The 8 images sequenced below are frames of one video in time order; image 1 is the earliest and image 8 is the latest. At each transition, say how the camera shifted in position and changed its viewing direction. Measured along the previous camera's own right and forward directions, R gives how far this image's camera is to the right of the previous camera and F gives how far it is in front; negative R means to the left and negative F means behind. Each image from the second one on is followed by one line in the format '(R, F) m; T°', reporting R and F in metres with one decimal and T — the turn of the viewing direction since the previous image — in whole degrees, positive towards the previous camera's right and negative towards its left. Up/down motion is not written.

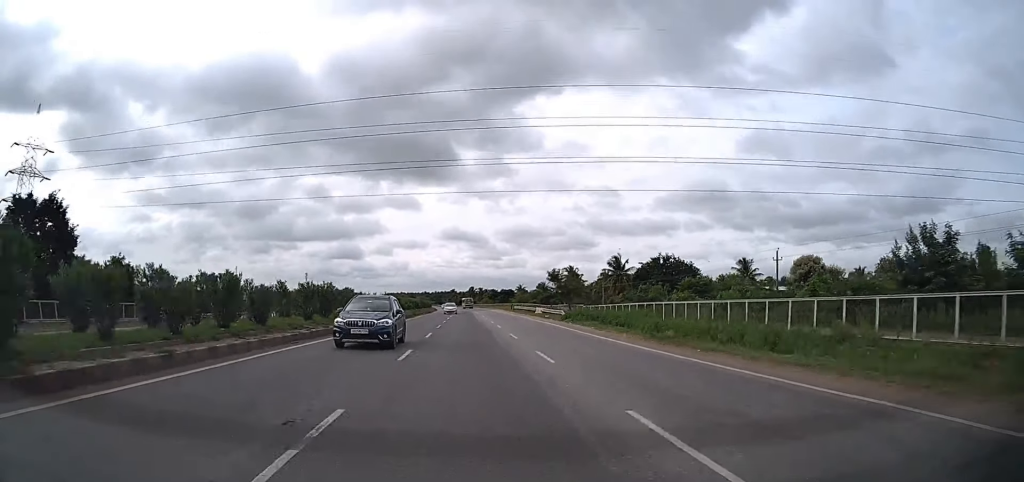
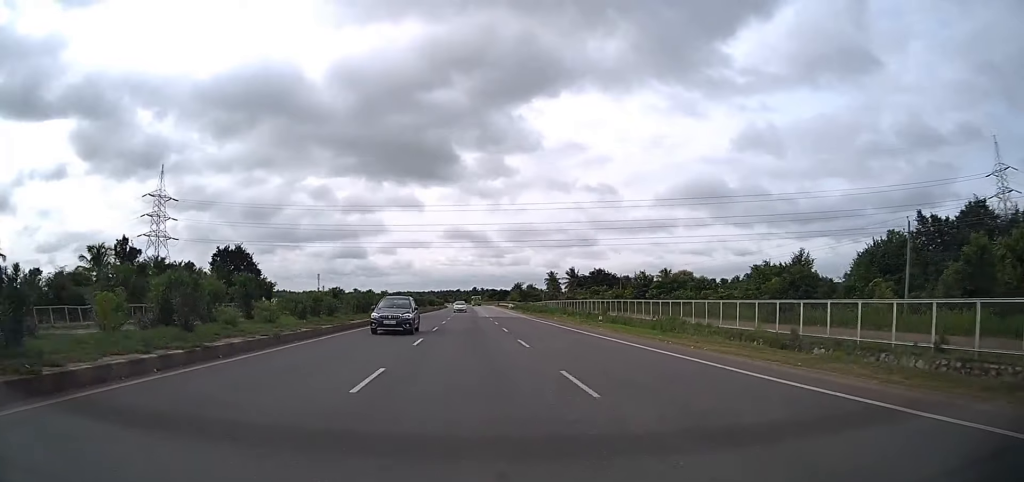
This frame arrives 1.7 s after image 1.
(+0.5, +47.4) m; 0°
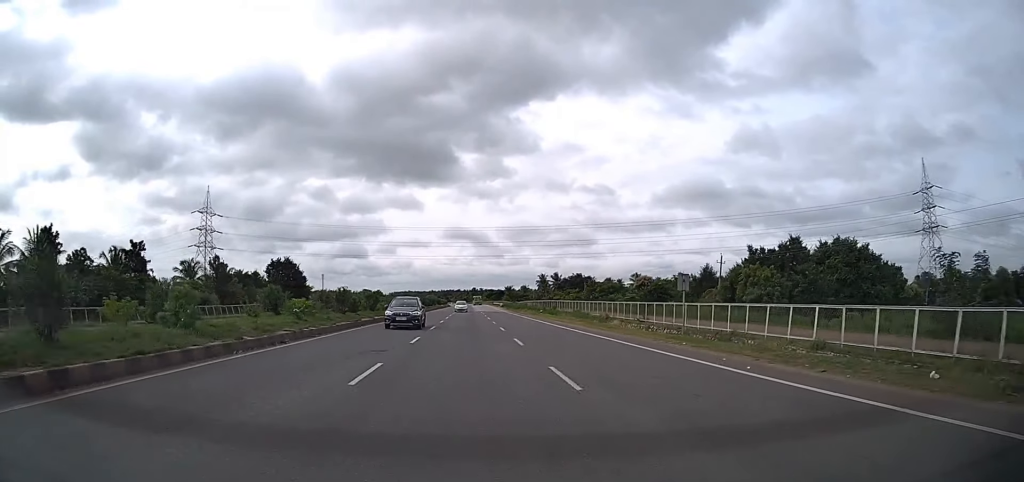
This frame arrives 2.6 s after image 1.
(-0.2, +27.8) m; 0°
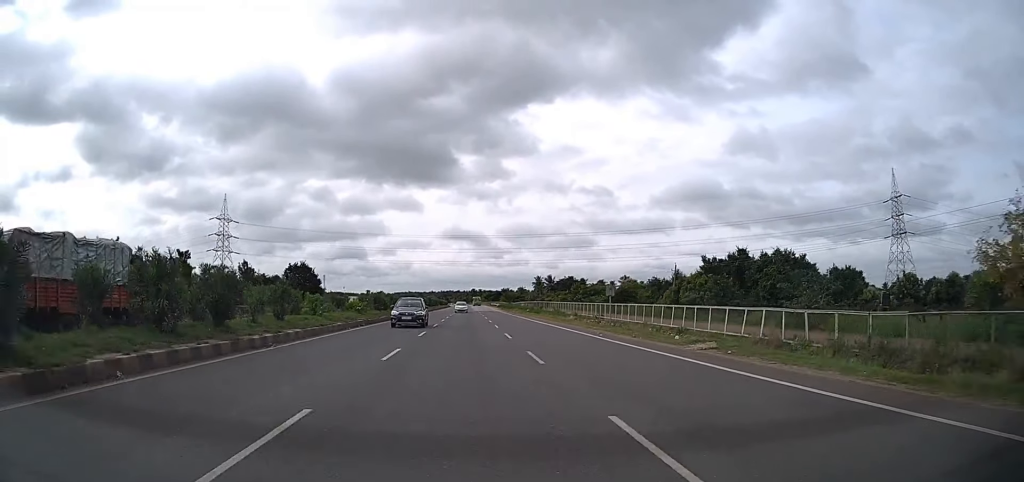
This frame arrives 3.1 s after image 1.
(-0.1, +12.7) m; 0°
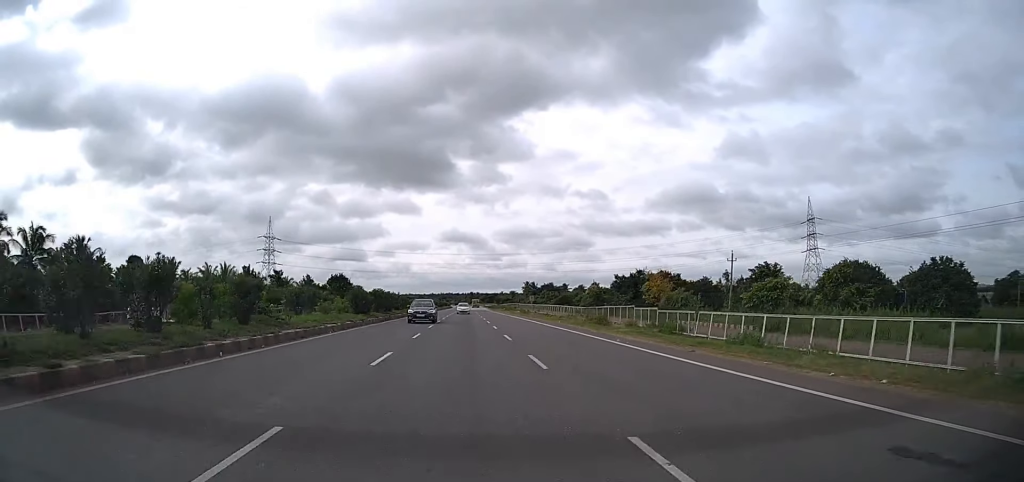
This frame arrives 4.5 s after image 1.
(+0.4, +43.5) m; +1°
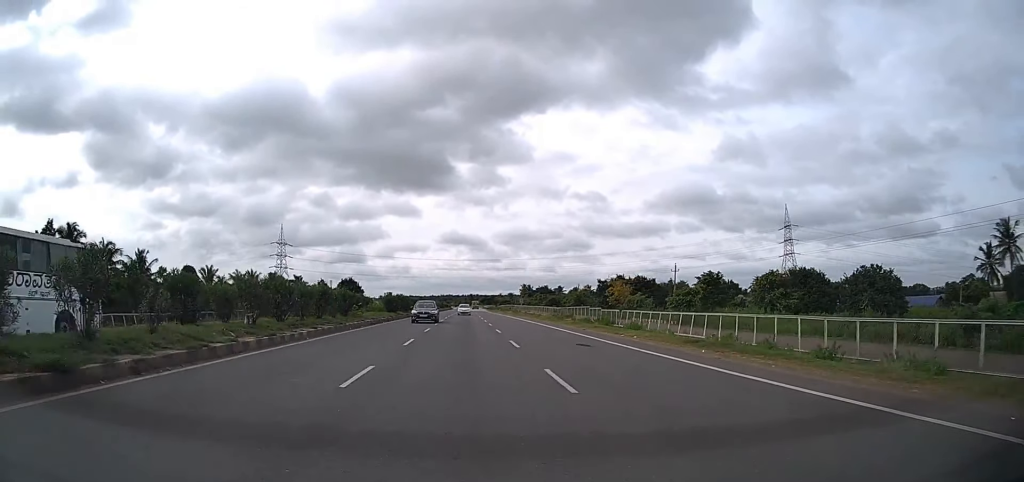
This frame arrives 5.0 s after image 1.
(0.0, +14.9) m; 0°
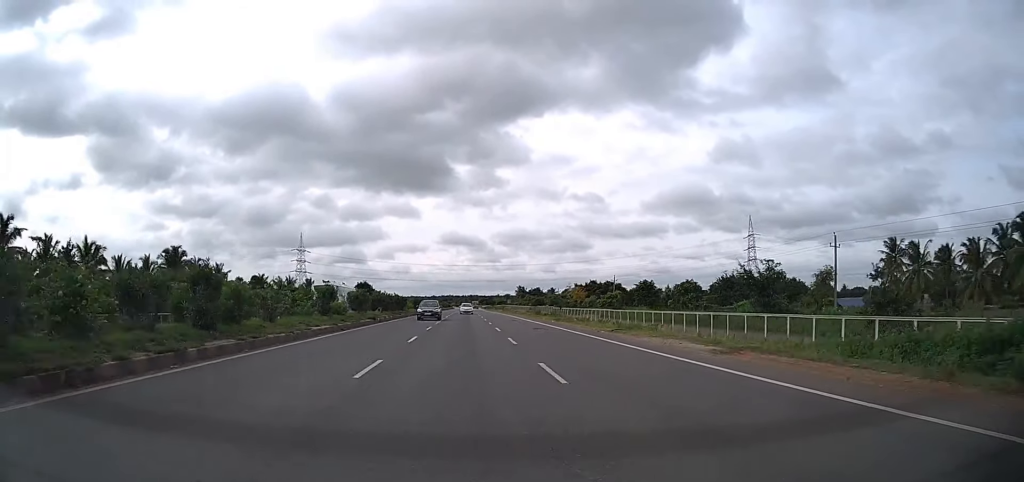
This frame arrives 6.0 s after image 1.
(-0.1, +28.8) m; -1°
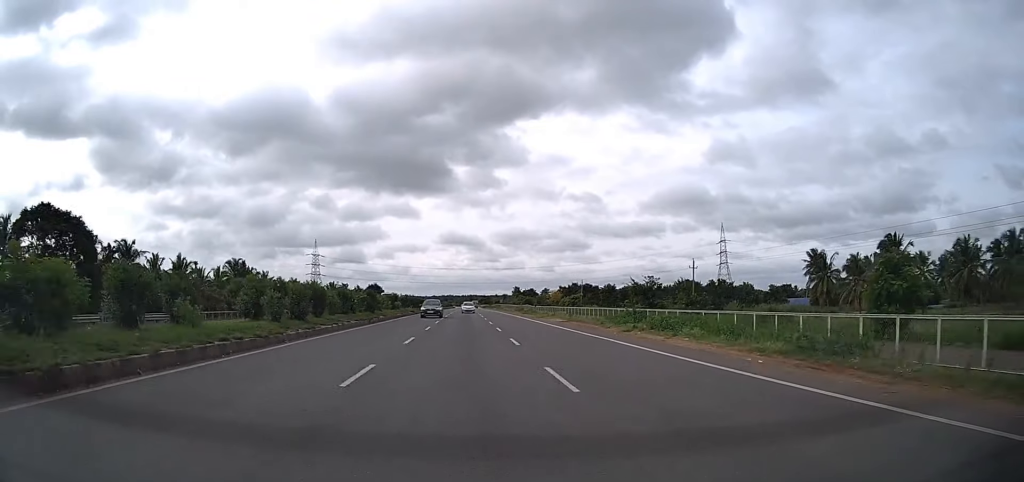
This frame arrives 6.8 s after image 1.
(-0.4, +25.5) m; 0°
